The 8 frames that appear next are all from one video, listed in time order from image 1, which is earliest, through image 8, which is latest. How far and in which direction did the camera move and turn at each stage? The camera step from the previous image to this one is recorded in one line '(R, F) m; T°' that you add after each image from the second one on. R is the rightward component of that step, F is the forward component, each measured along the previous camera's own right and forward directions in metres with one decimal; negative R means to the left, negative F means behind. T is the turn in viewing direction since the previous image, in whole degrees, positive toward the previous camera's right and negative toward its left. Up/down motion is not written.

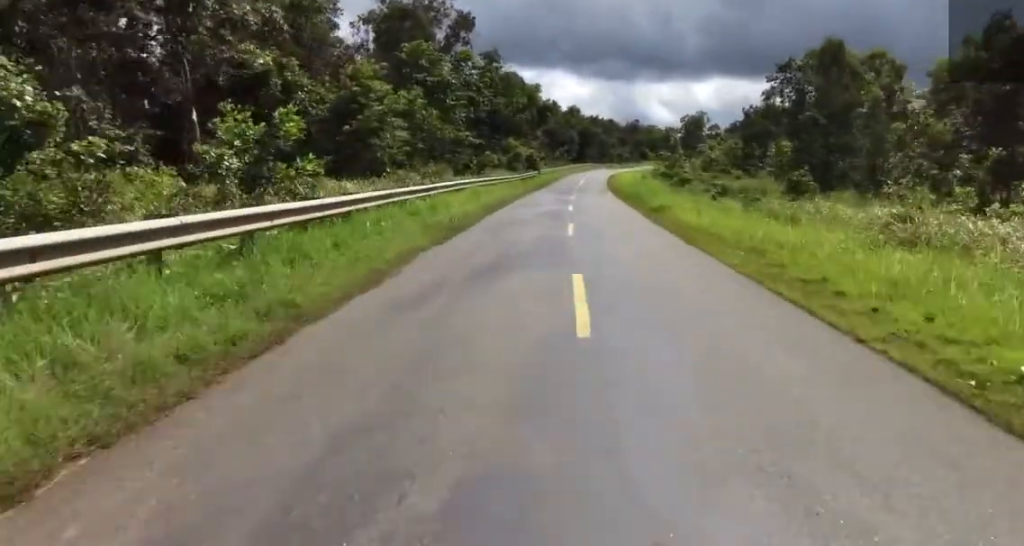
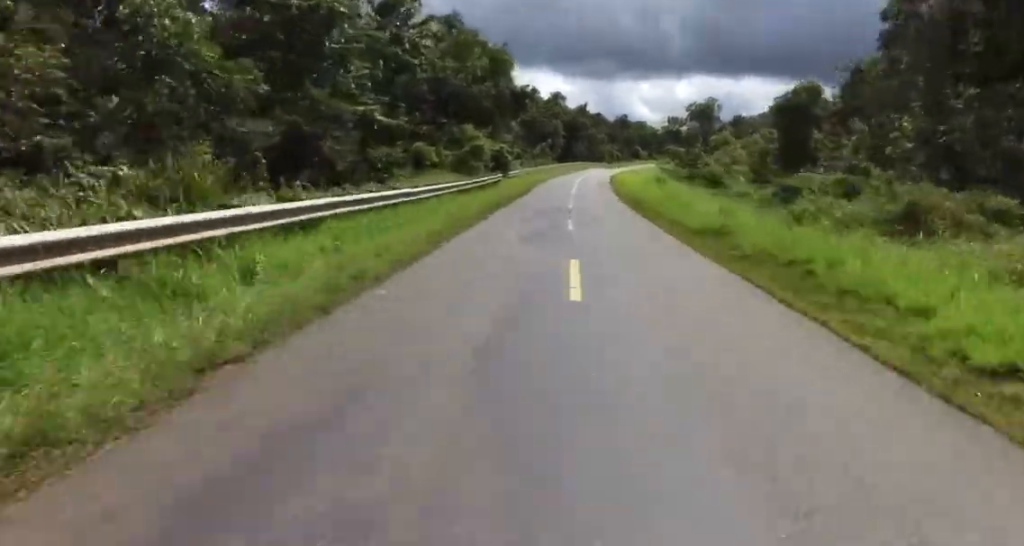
(+0.5, +23.4) m; 0°
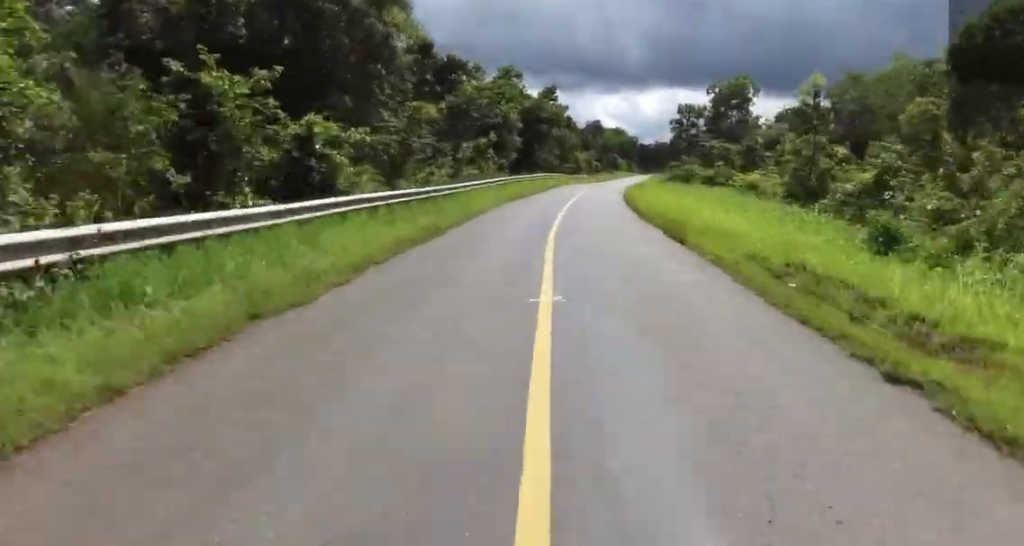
(+0.9, +39.6) m; +5°
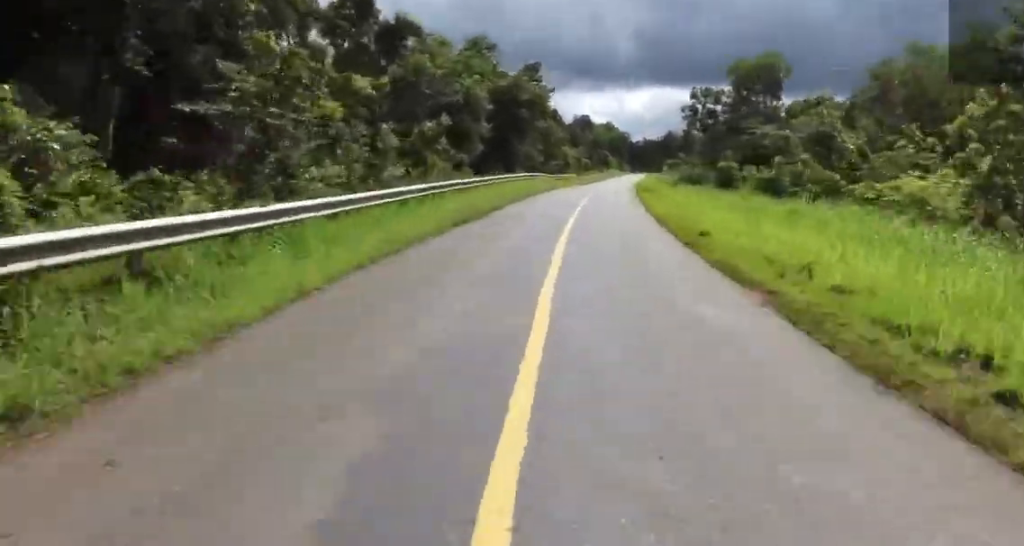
(-0.2, +15.6) m; +3°
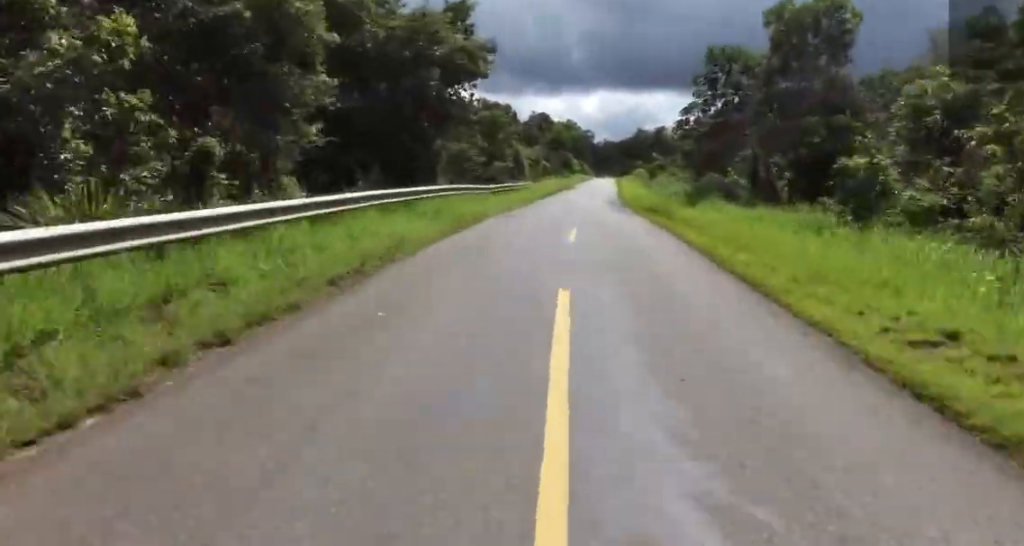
(+1.3, +22.0) m; +4°
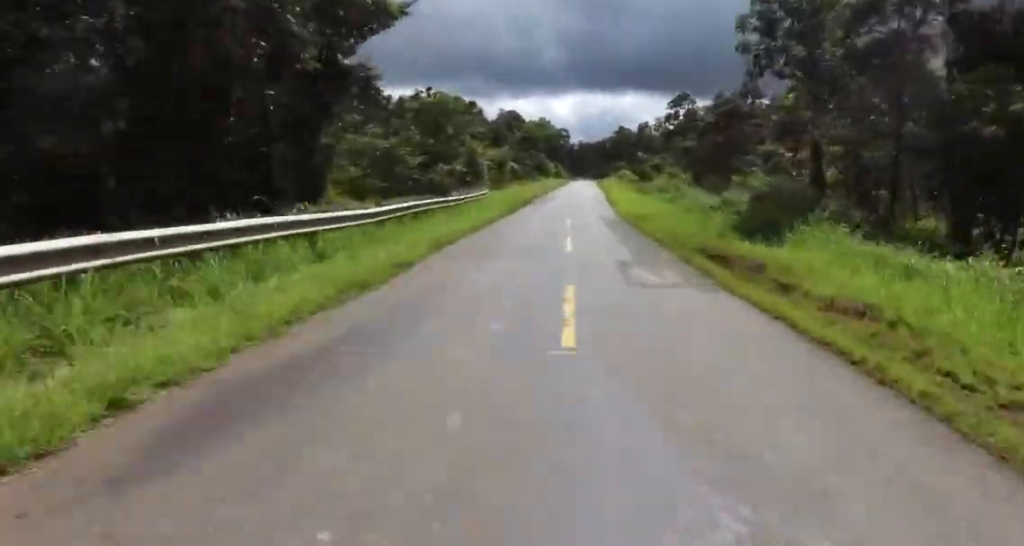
(+0.1, +15.5) m; 0°
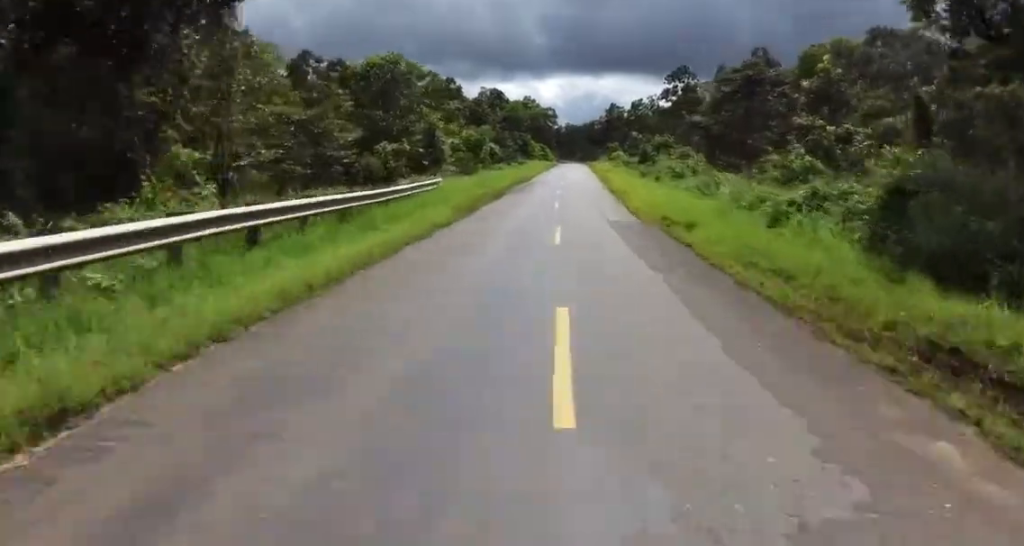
(+0.1, +10.9) m; 0°
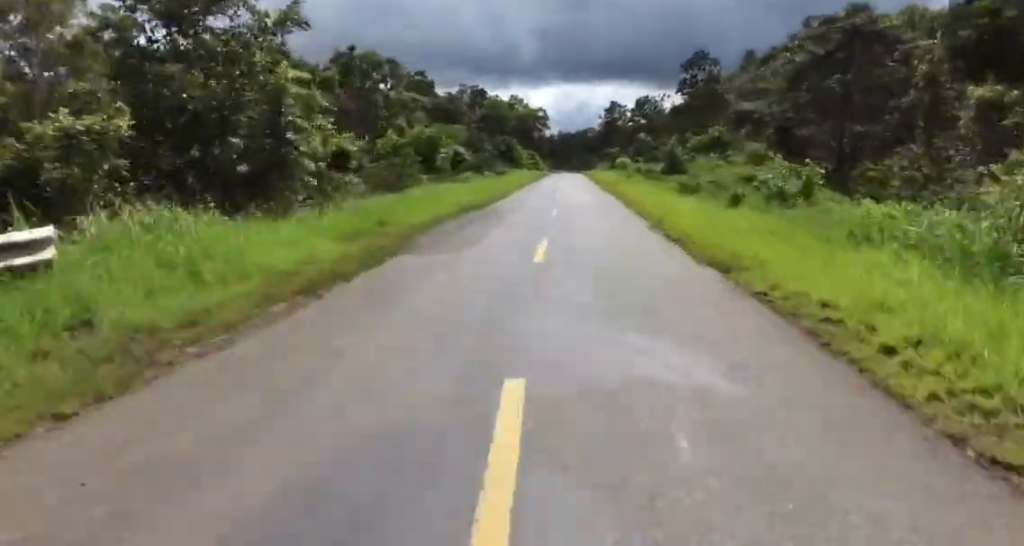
(-0.3, +19.2) m; 0°
